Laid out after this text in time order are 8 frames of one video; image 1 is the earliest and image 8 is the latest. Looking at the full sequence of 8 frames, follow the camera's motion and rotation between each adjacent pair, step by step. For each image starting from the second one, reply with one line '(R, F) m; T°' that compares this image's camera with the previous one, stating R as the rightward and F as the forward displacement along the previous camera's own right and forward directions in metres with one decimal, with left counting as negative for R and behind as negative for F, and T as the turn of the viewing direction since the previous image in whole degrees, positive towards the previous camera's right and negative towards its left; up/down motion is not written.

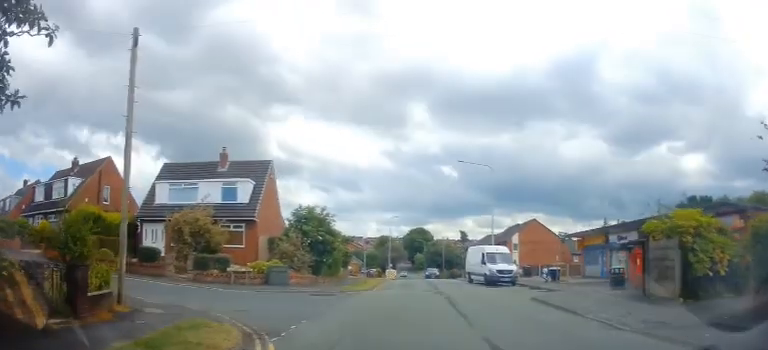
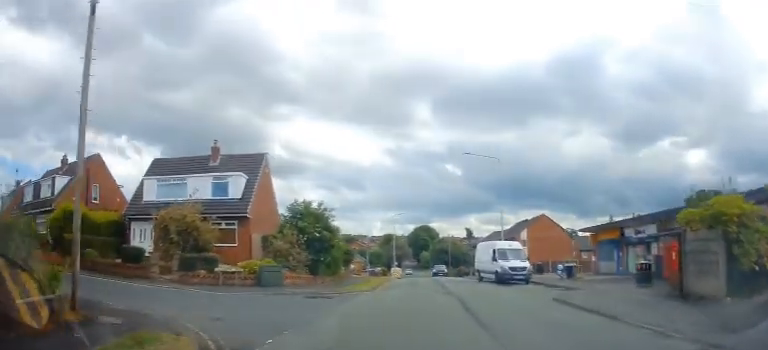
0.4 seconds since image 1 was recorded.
(+0.3, +2.1) m; -1°
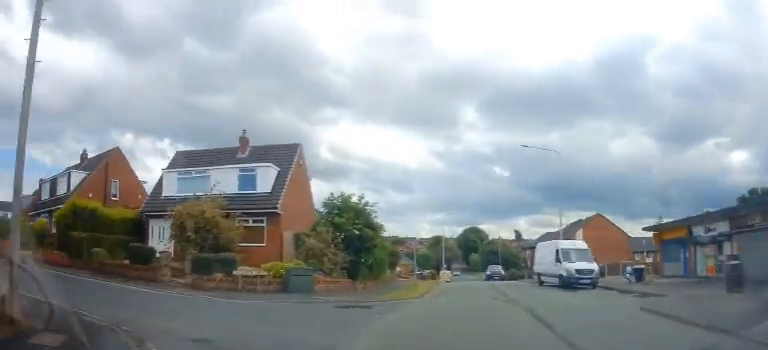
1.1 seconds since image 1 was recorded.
(-0.3, +3.2) m; -8°
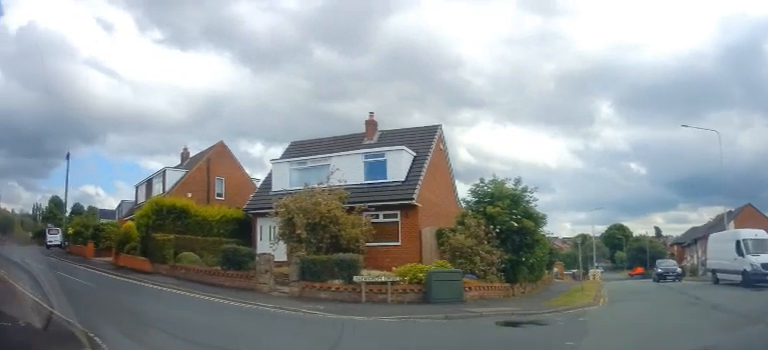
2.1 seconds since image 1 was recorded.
(-0.5, +4.2) m; -15°
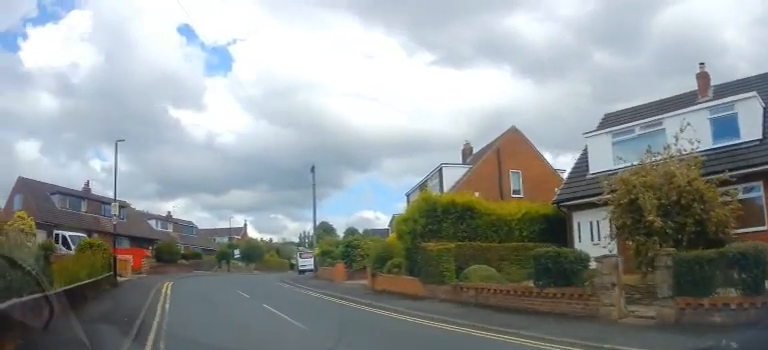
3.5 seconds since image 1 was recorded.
(-1.3, +6.1) m; -35°
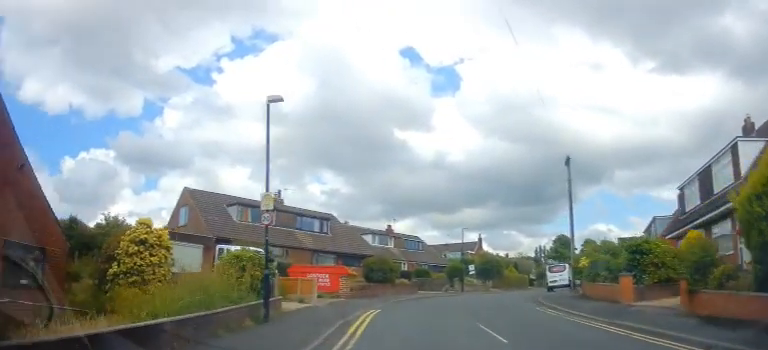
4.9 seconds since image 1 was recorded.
(-2.0, +6.0) m; -24°
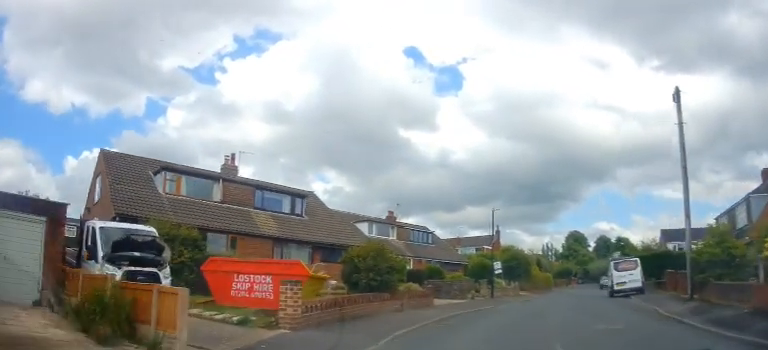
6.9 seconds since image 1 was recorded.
(-0.5, +10.6) m; -1°
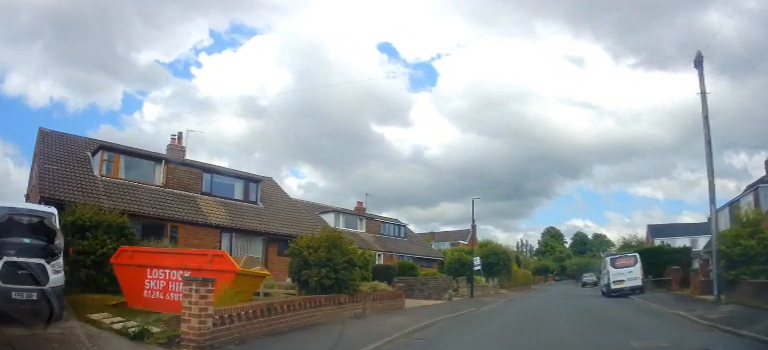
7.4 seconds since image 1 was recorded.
(+0.1, +3.0) m; 0°
